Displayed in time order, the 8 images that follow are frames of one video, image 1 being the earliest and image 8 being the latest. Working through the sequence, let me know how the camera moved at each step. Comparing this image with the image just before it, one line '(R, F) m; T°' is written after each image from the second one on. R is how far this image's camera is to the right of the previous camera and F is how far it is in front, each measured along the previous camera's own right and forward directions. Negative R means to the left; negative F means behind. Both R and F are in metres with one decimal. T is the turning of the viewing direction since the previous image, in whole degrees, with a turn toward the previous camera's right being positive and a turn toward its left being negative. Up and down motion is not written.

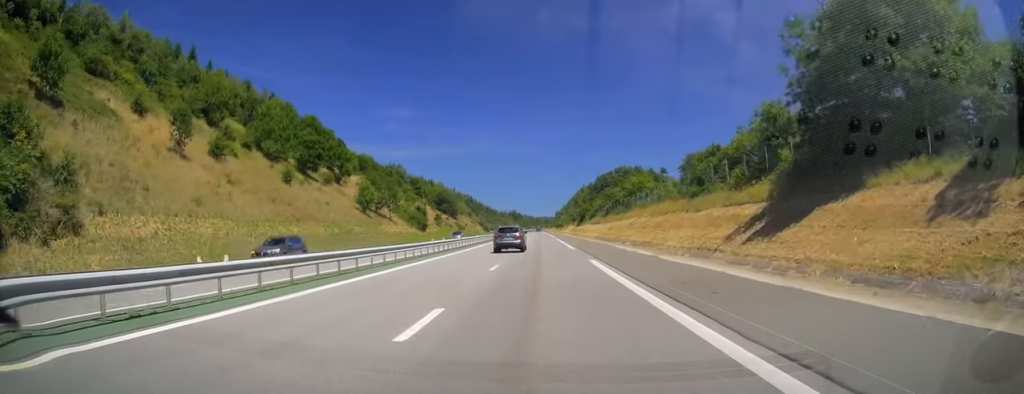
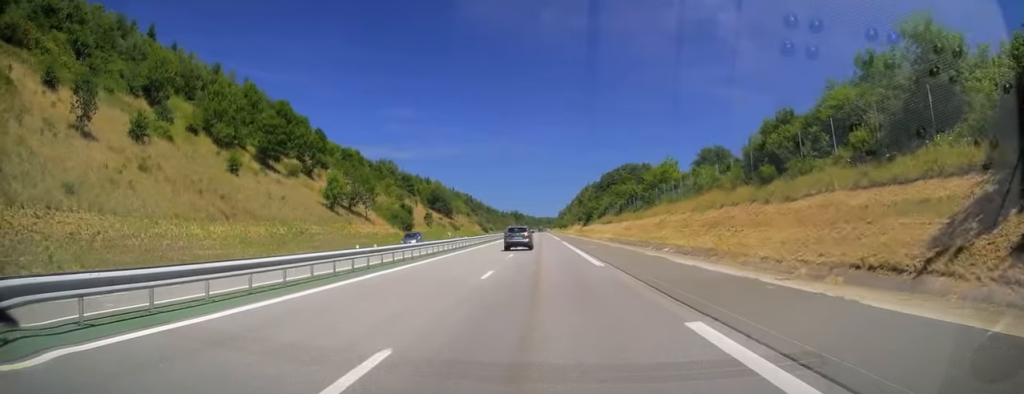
(-0.1, +16.5) m; 0°
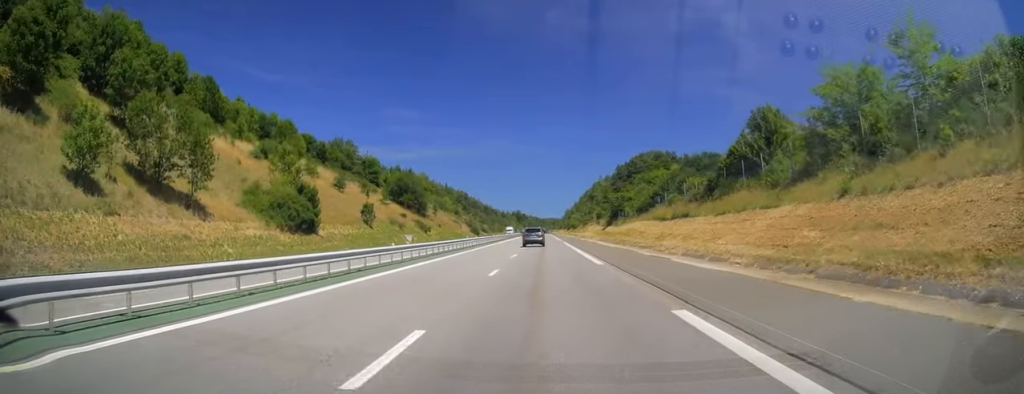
(0.0, +50.7) m; 0°
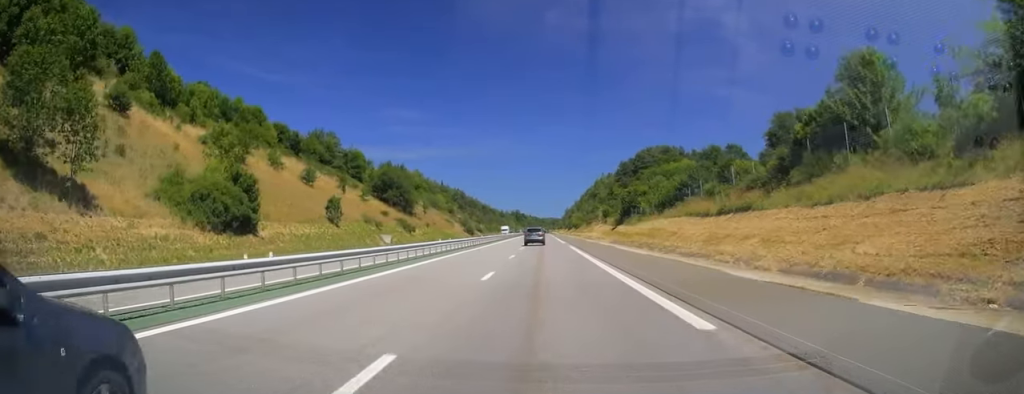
(0.0, +14.6) m; 0°
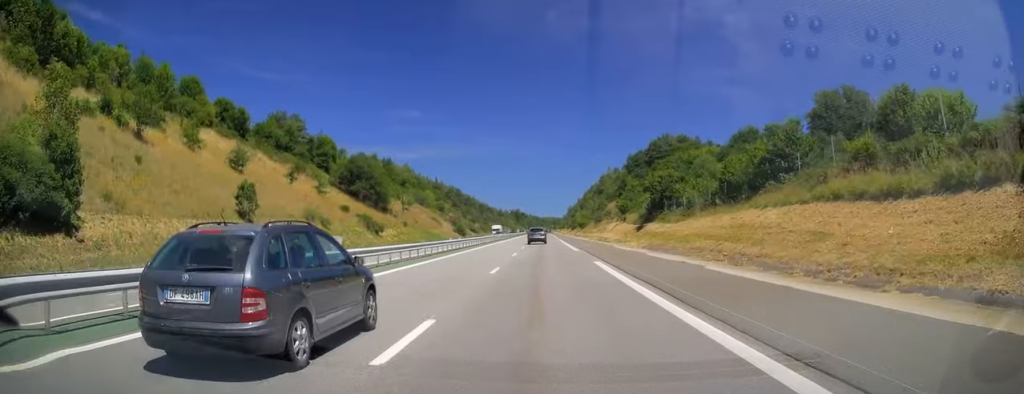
(0.0, +23.4) m; -1°
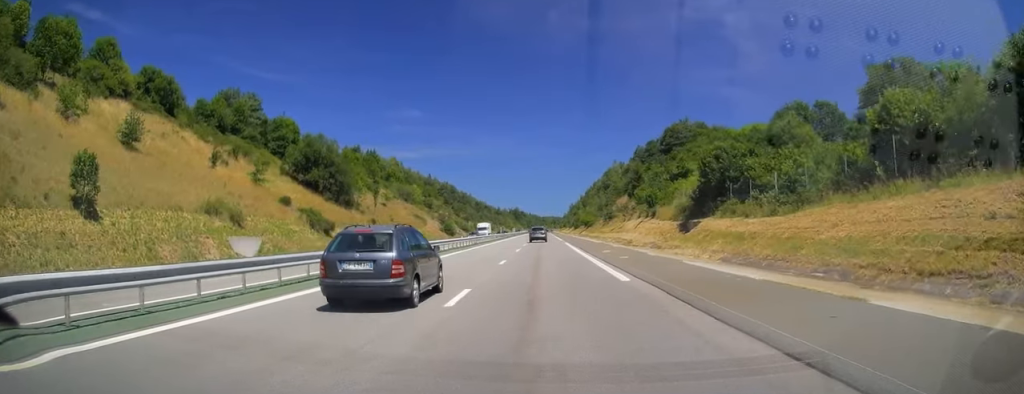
(-0.3, +21.5) m; 0°
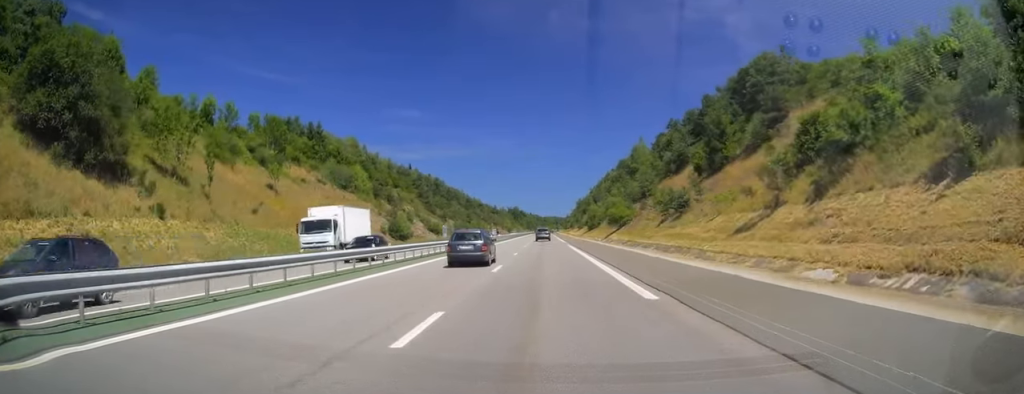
(+0.7, +55.7) m; +1°
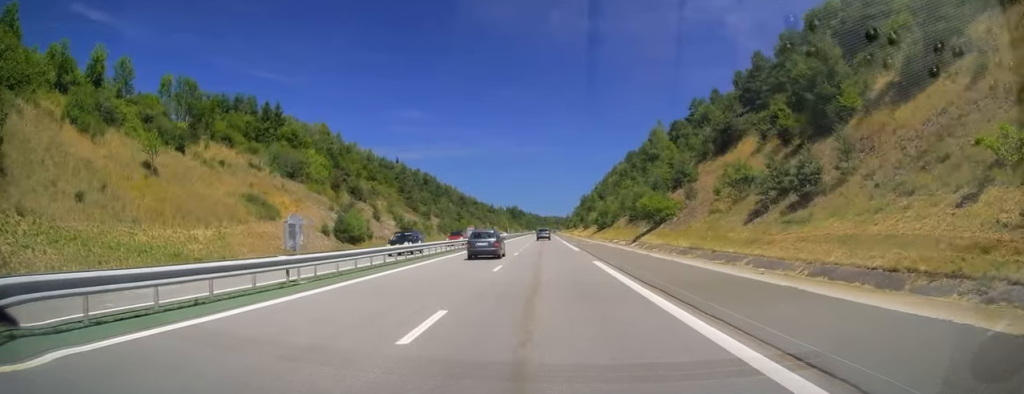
(0.0, +25.9) m; 0°
